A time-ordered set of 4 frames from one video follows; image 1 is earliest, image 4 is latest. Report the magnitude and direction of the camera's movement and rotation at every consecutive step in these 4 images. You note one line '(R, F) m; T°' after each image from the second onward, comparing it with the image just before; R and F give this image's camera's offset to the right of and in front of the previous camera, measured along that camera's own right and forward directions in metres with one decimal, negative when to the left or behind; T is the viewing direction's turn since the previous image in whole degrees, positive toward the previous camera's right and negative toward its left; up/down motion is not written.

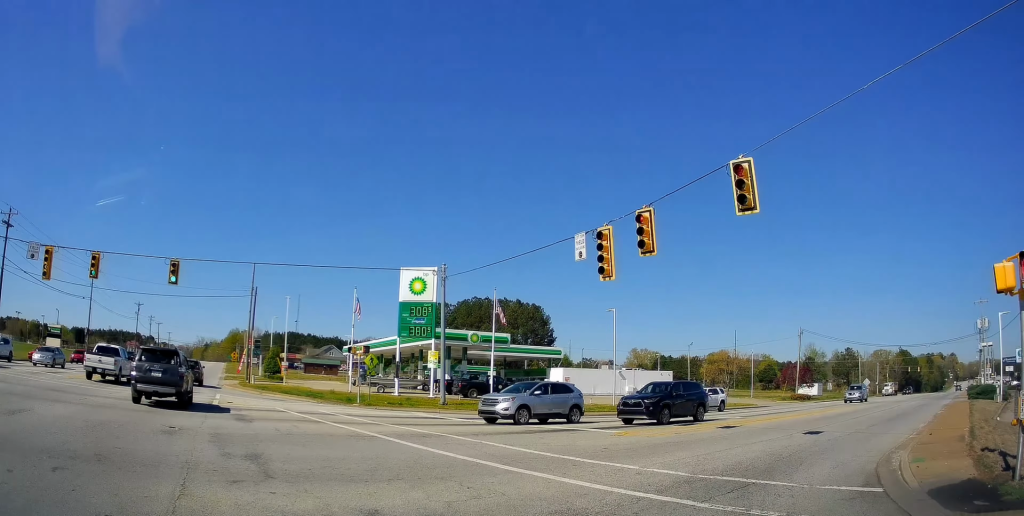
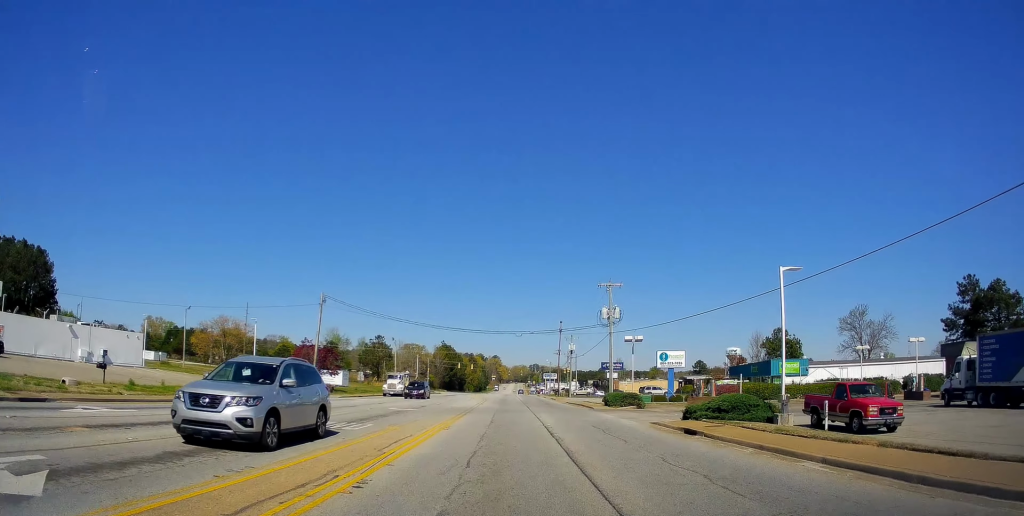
(+9.0, +20.5) m; +47°
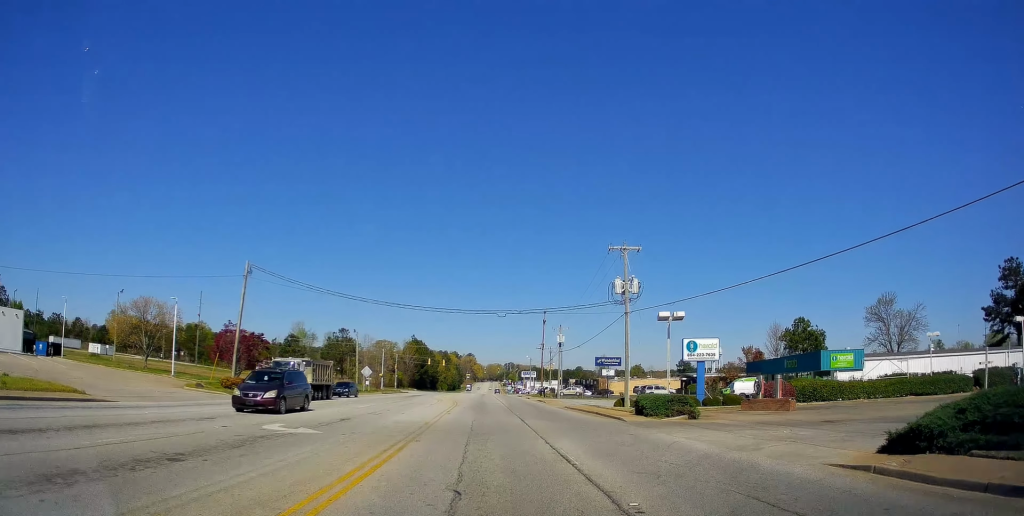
(+2.3, +11.9) m; +17°
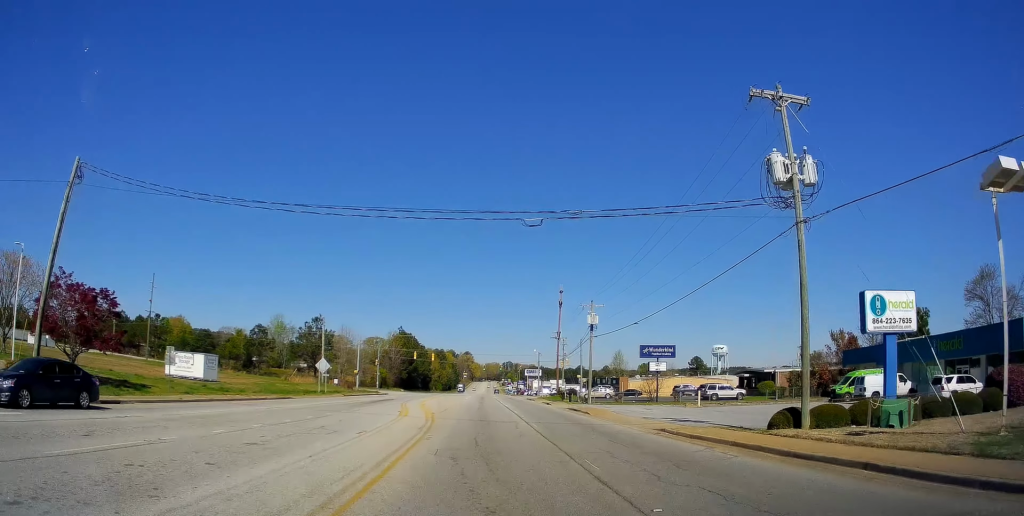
(+0.3, +19.8) m; -1°
